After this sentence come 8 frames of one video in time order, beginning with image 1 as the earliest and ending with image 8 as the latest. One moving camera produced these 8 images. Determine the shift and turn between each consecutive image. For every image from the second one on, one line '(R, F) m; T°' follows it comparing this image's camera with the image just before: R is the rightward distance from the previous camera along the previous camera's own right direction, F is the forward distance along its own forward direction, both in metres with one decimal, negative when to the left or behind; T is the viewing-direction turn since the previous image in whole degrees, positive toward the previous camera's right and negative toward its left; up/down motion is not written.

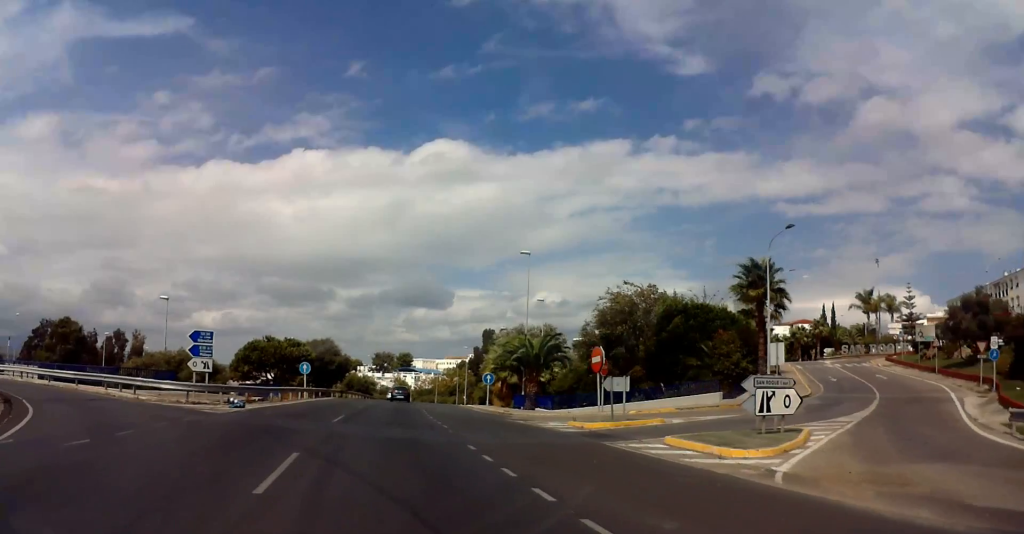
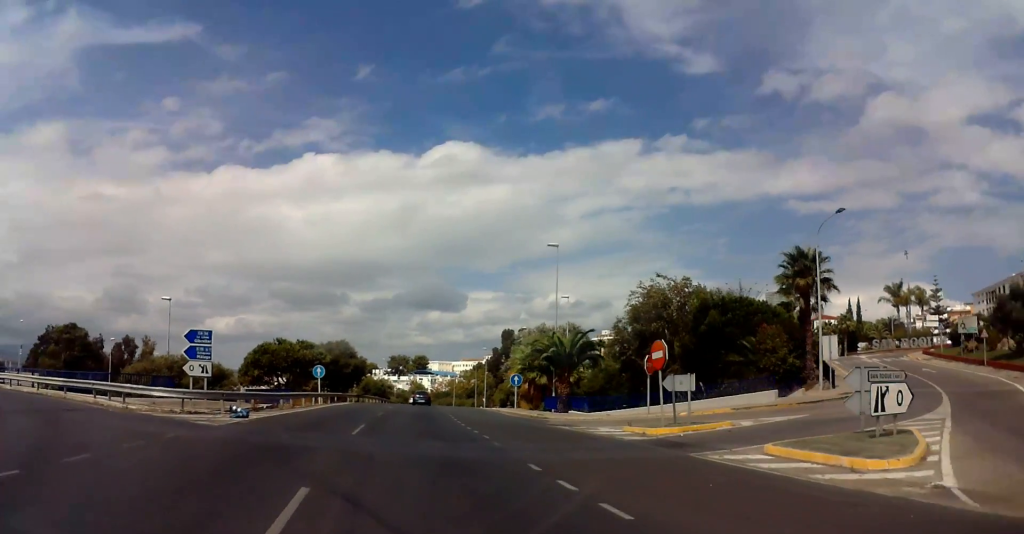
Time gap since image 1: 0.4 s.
(-0.1, +3.7) m; +1°
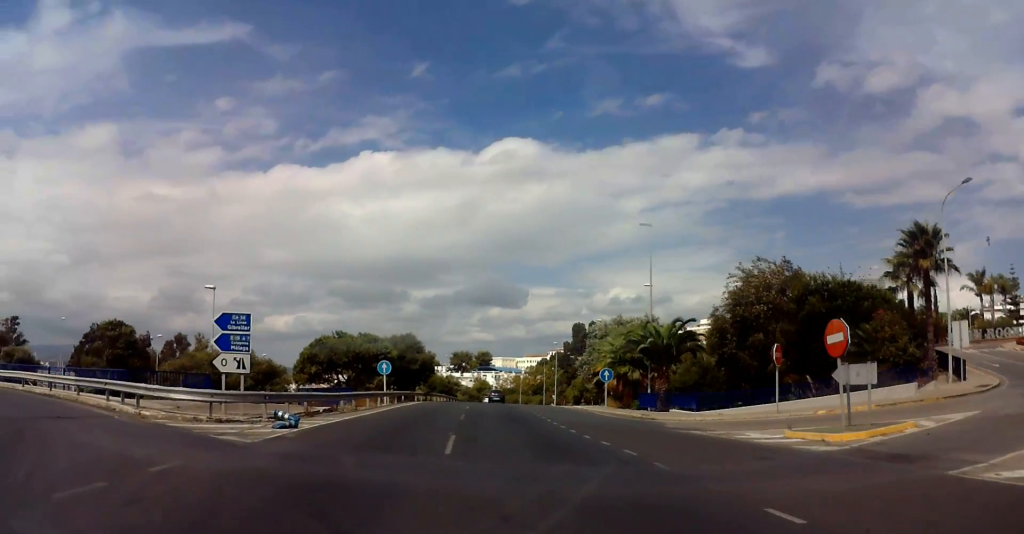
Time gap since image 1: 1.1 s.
(-0.3, +6.0) m; +4°
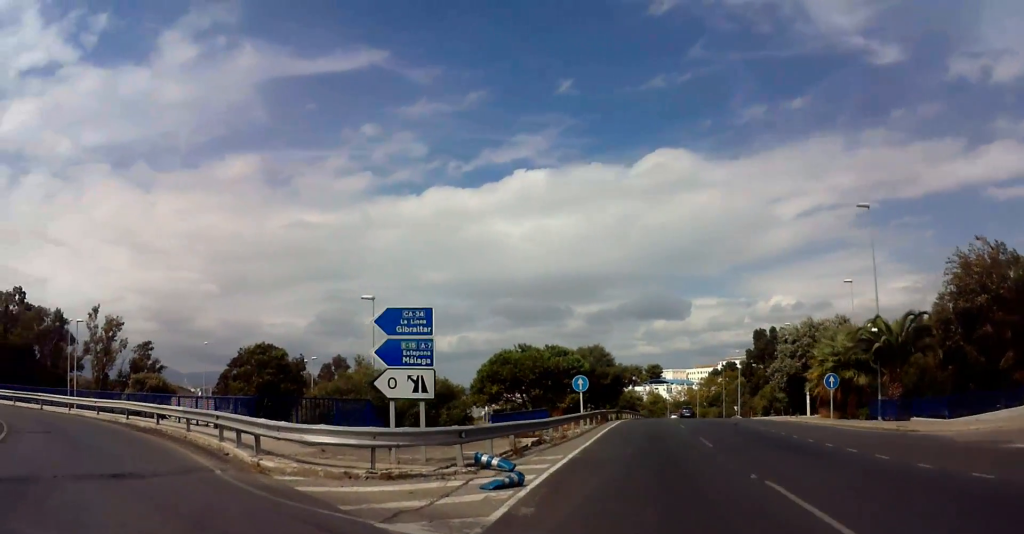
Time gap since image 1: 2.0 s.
(+0.9, +7.1) m; -14°
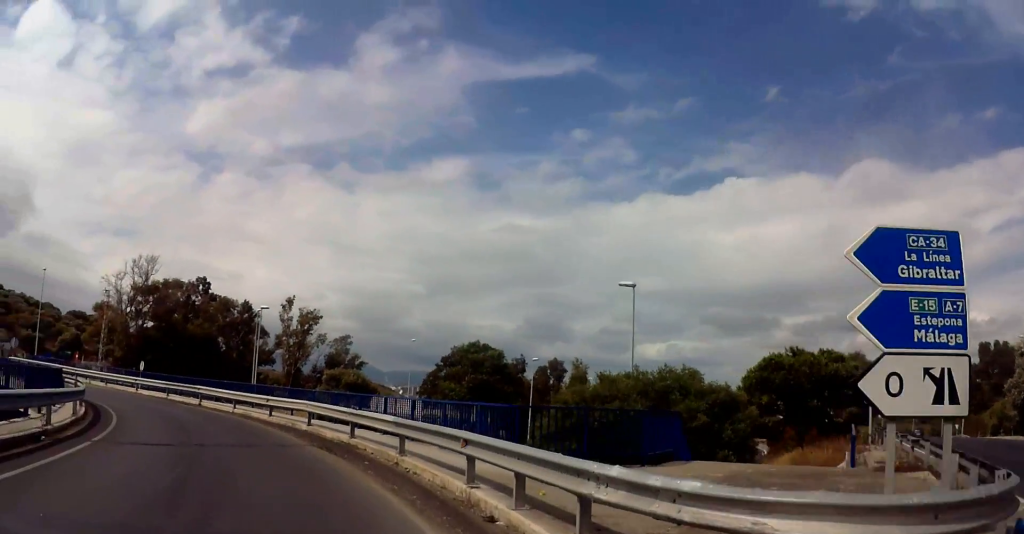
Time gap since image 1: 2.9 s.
(-2.4, +6.5) m; -28°
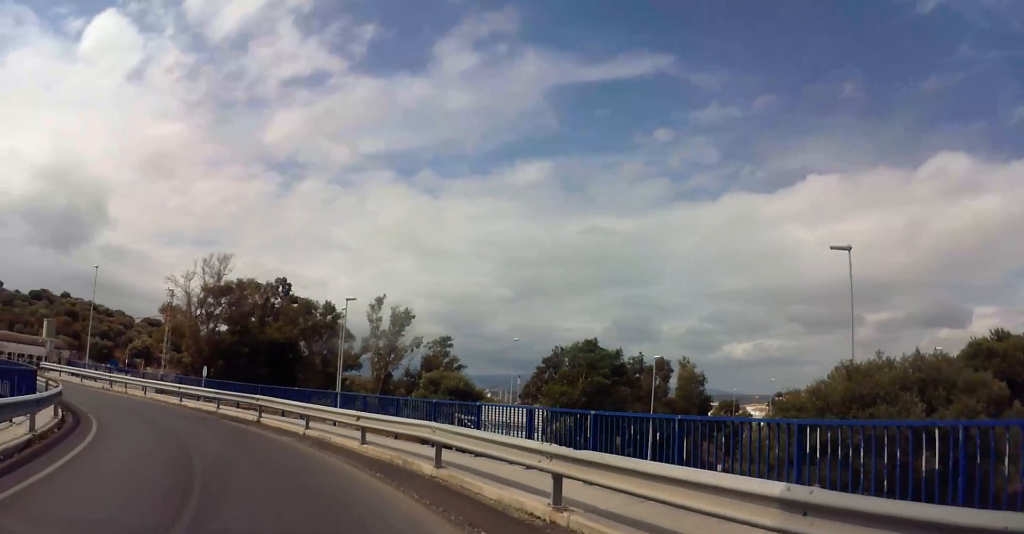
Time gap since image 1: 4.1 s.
(-1.6, +9.0) m; -13°
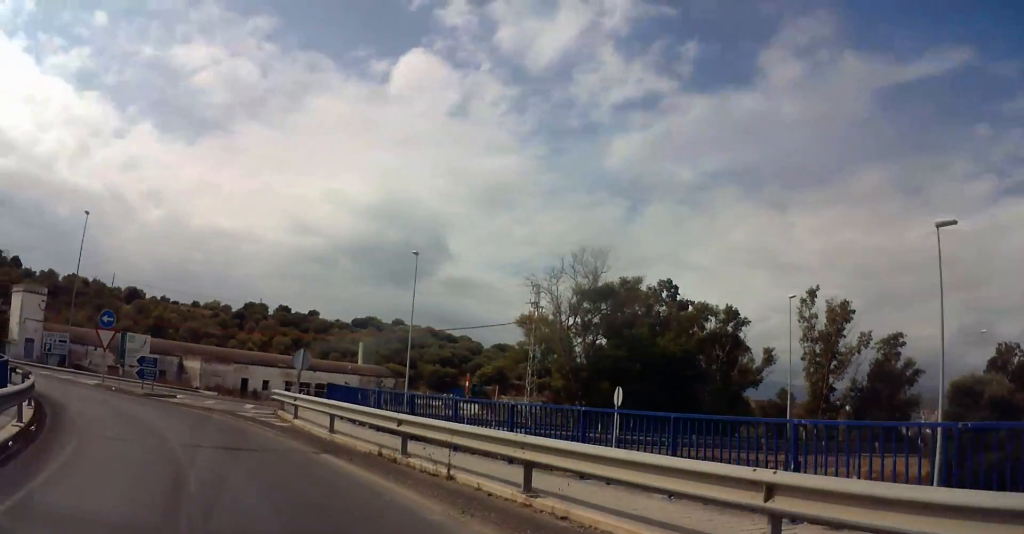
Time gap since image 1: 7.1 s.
(-1.8, +23.6) m; -11°
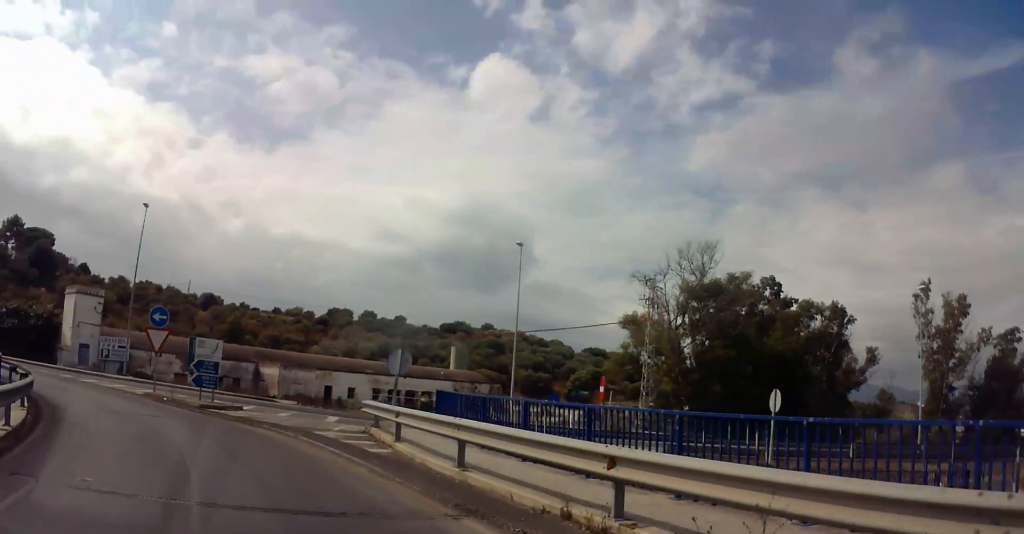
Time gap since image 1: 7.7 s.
(0.0, +4.9) m; -7°
